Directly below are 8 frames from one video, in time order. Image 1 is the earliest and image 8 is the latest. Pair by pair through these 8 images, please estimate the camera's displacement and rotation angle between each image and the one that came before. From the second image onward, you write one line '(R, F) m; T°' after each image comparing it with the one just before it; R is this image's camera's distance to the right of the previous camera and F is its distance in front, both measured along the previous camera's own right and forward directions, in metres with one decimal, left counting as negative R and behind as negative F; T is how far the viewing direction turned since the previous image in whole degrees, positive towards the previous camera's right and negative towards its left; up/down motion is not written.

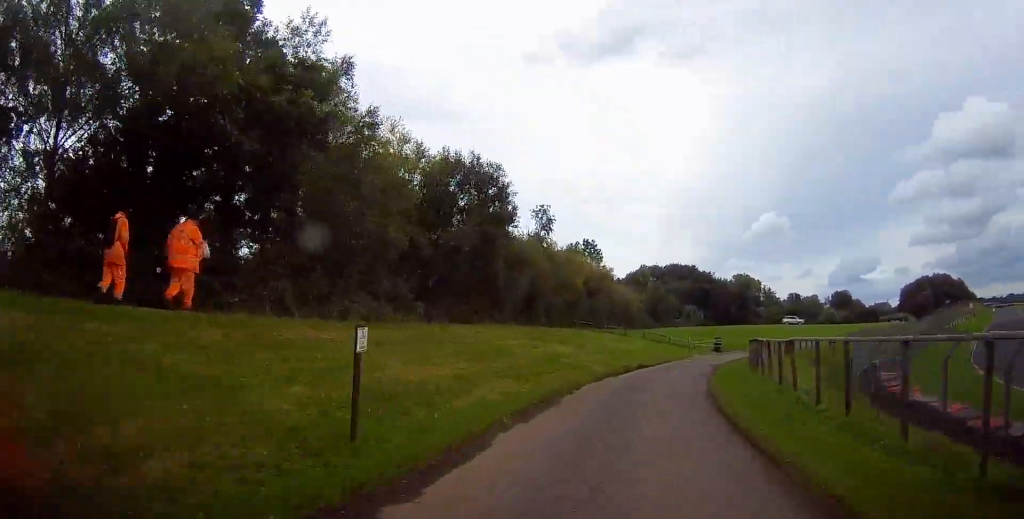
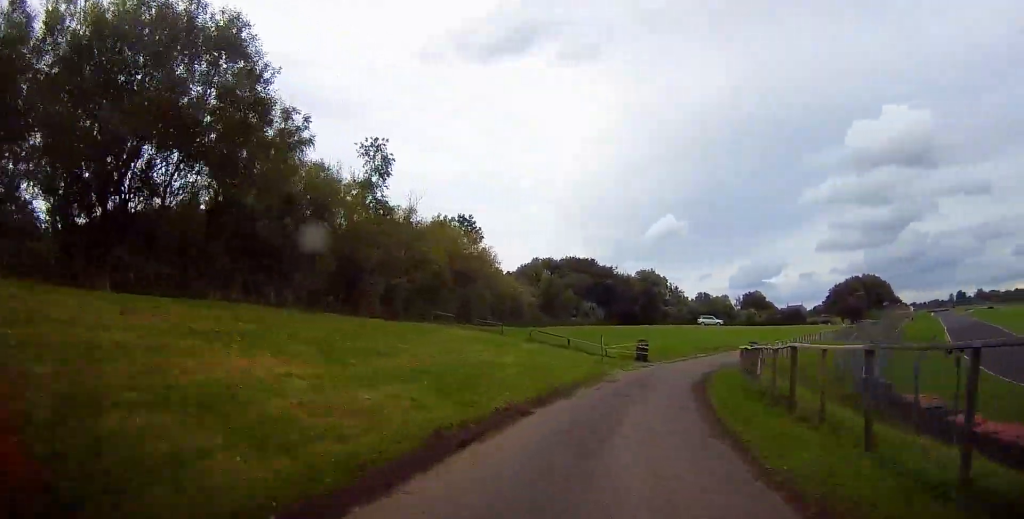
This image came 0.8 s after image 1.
(+1.3, +15.9) m; +9°
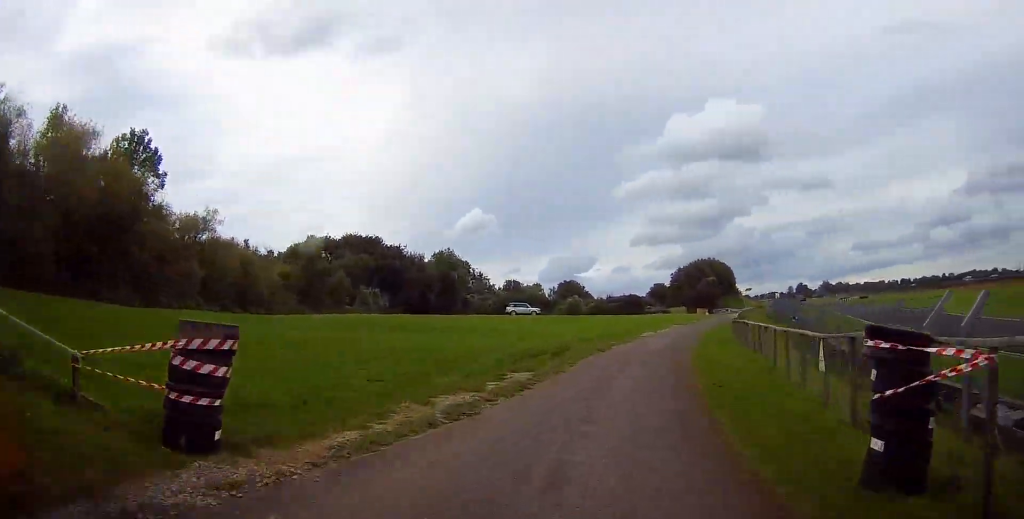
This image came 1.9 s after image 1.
(+3.5, +25.8) m; +15°
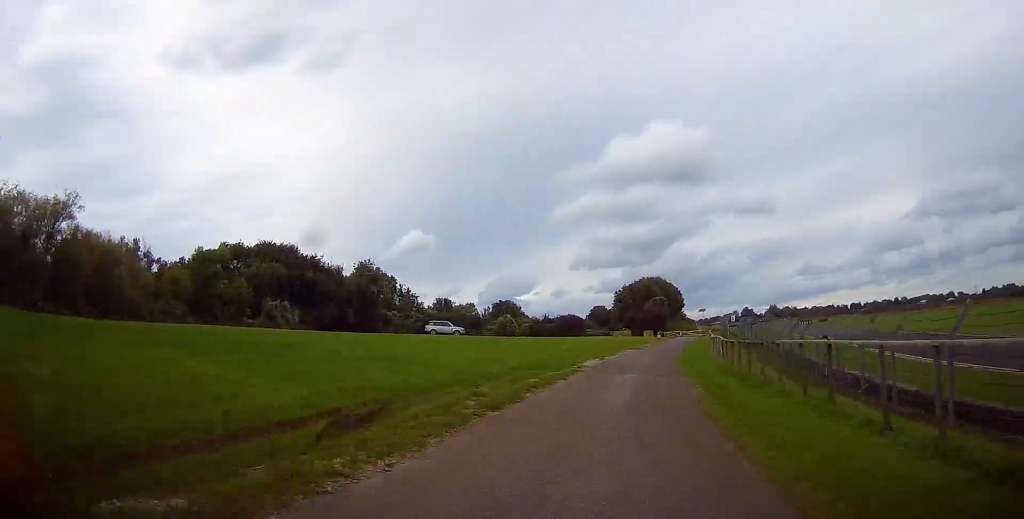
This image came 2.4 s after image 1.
(+0.5, +12.0) m; +5°
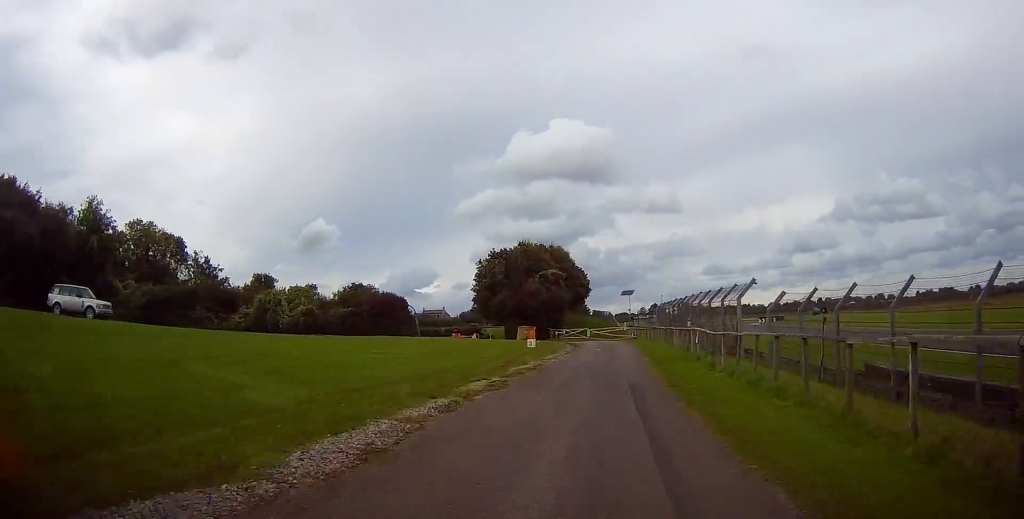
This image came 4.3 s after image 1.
(+5.7, +47.8) m; +9°
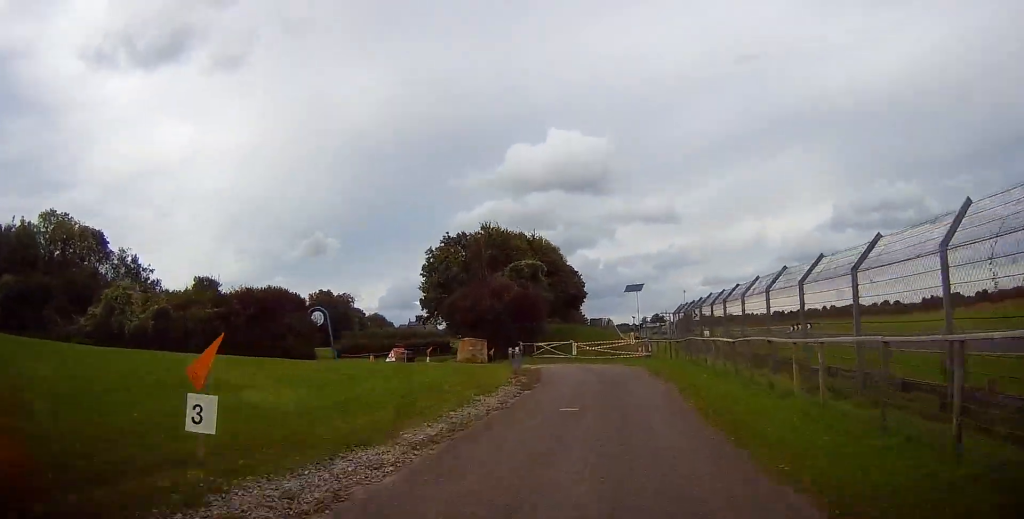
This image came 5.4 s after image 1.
(0.0, +22.1) m; 0°
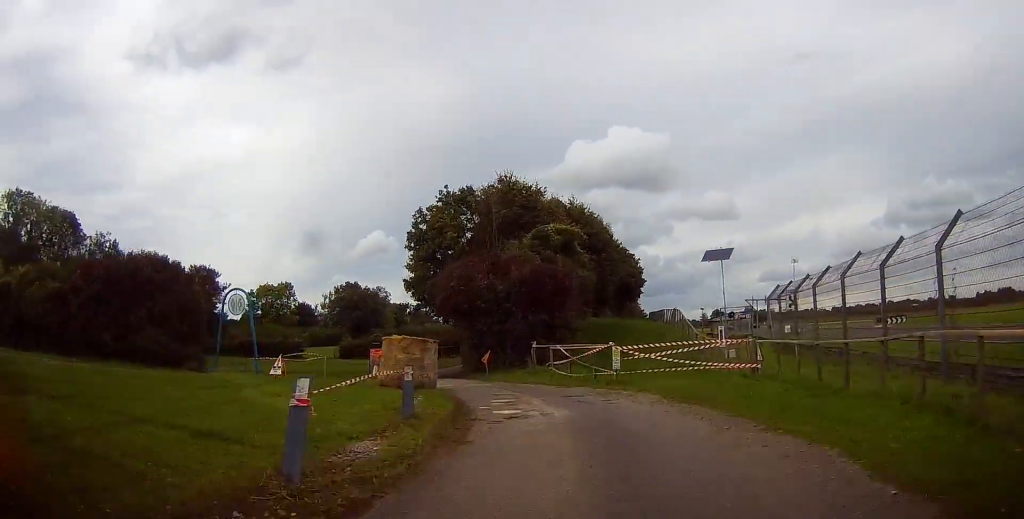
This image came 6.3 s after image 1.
(+0.1, +16.8) m; -5°
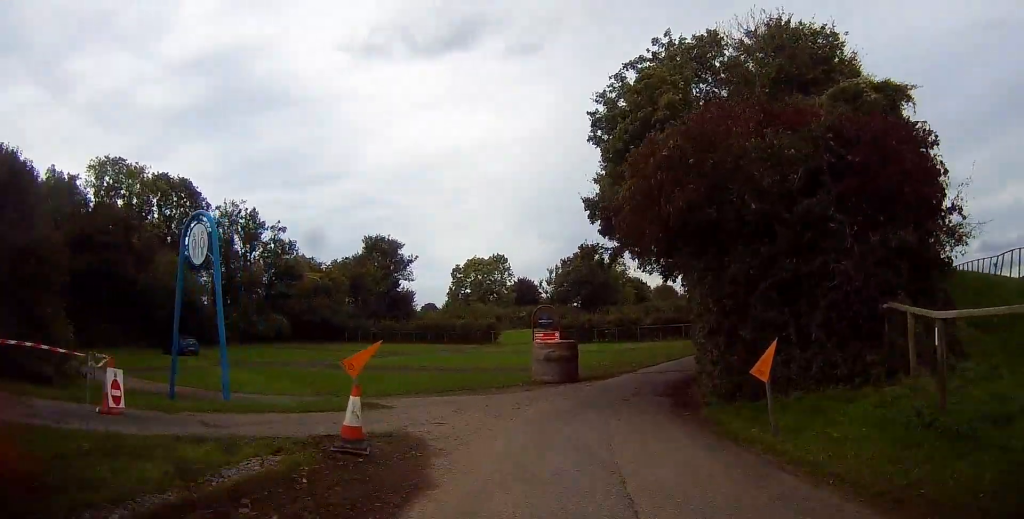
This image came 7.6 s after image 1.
(-2.8, +19.0) m; -13°
